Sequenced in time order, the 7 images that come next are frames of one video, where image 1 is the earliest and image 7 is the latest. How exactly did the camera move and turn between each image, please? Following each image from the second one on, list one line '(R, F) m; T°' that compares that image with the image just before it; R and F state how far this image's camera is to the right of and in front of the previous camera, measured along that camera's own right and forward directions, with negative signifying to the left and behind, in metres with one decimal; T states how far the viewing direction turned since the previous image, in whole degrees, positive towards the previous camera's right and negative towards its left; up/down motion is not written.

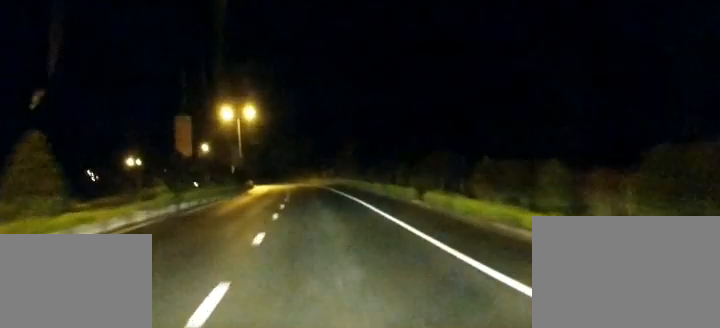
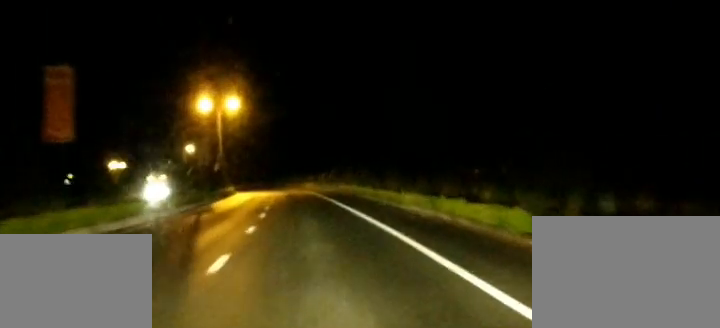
(0.0, +19.9) m; +1°
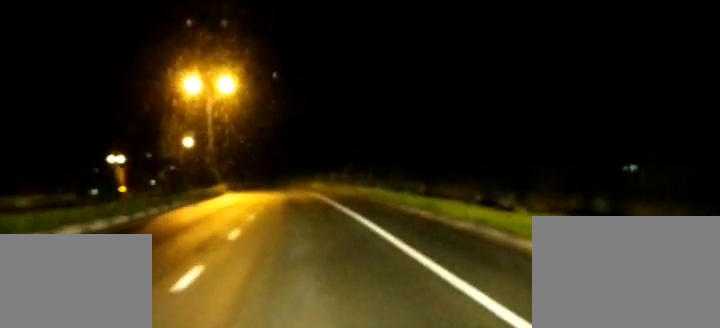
(+0.3, +18.1) m; 0°
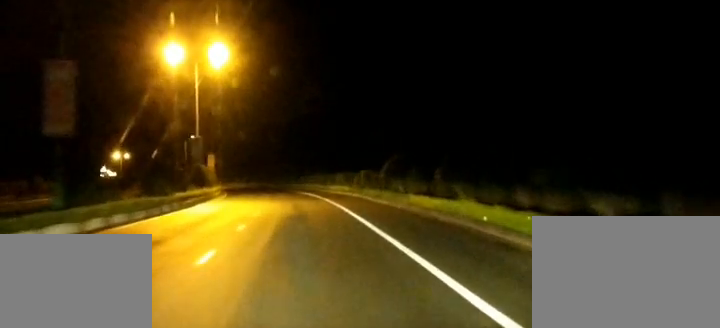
(-0.6, +21.6) m; -3°
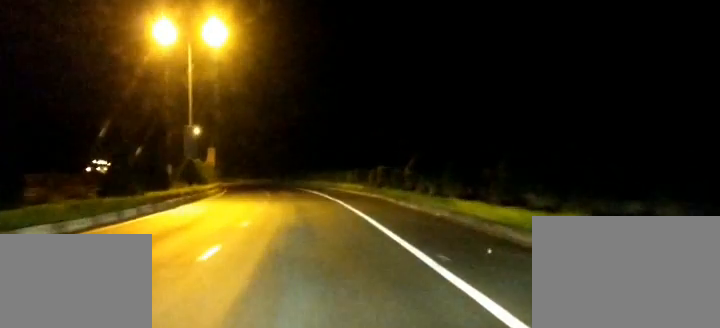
(+0.1, +8.4) m; -2°
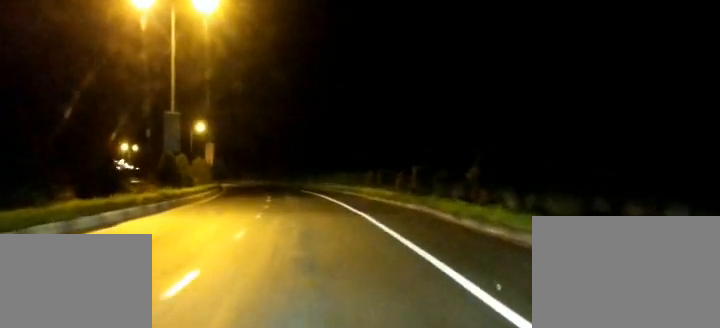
(-0.4, +11.4) m; -1°
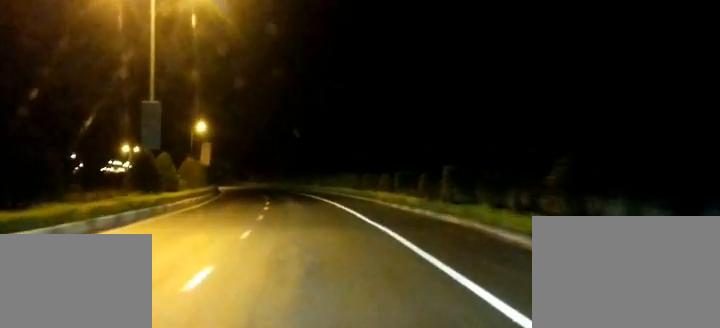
(-0.3, +7.2) m; -1°
